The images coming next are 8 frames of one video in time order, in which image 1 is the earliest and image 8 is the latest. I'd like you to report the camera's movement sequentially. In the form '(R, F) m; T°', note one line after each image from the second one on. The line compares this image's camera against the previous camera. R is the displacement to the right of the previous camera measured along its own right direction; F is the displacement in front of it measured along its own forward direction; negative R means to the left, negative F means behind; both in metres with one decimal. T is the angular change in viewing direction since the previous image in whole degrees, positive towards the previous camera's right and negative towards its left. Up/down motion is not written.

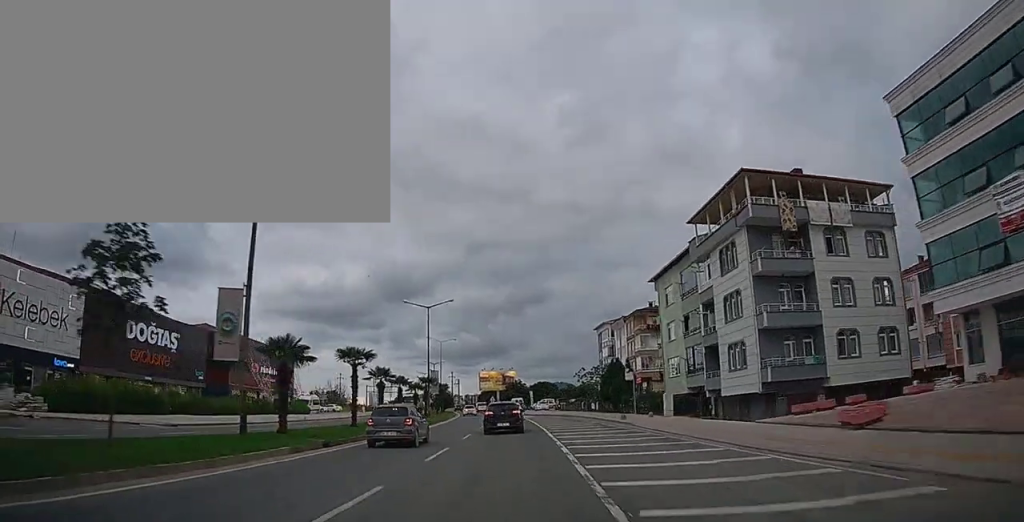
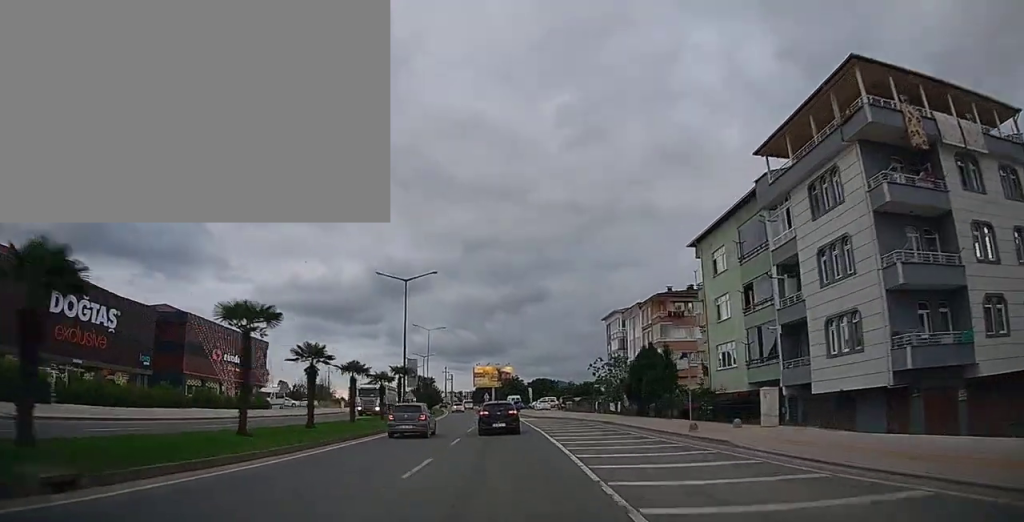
(0.0, +12.0) m; 0°
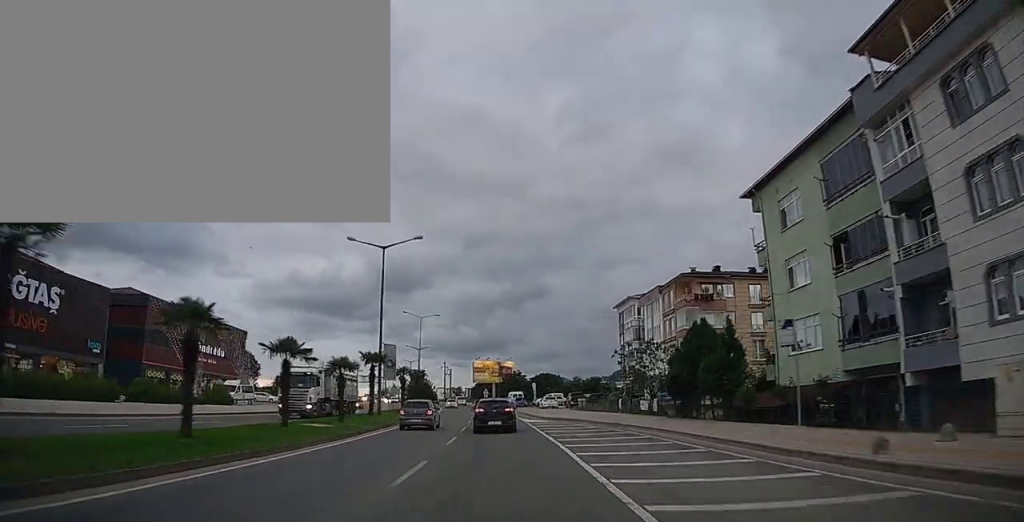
(-0.1, +9.0) m; 0°
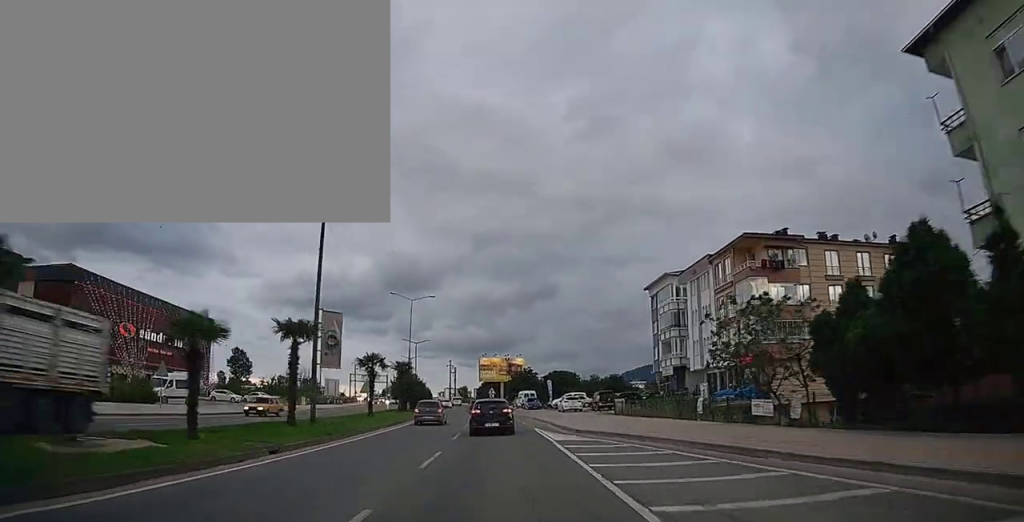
(+0.2, +15.0) m; 0°
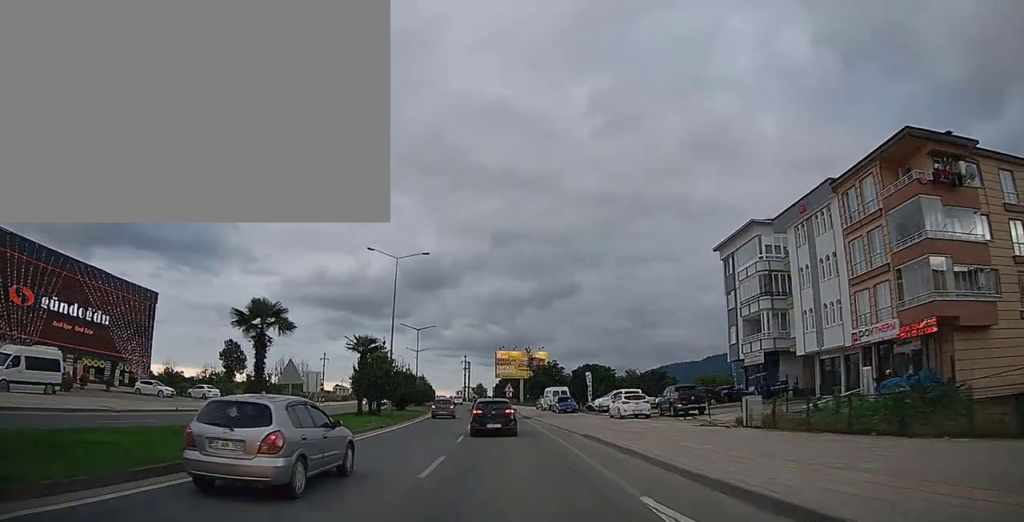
(-0.4, +19.0) m; -2°
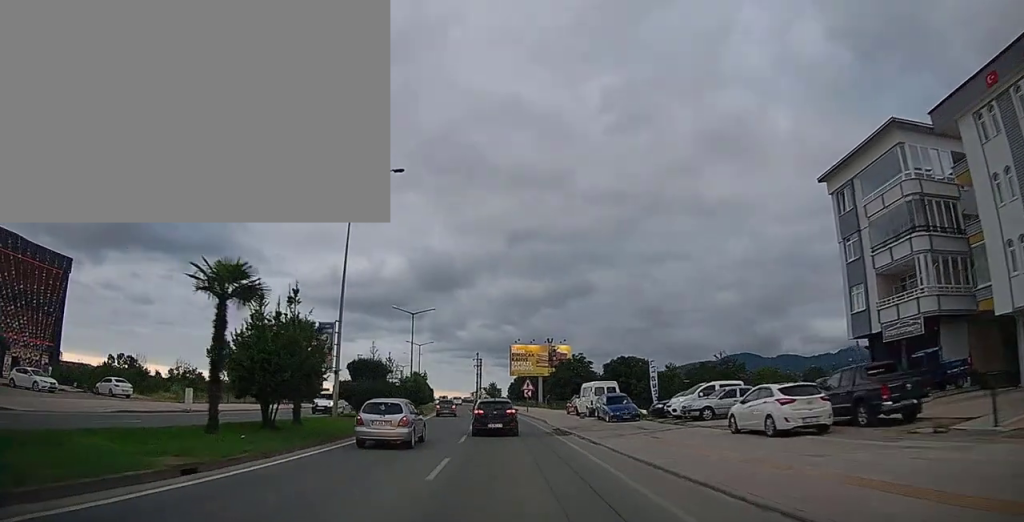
(-0.3, +18.1) m; -2°
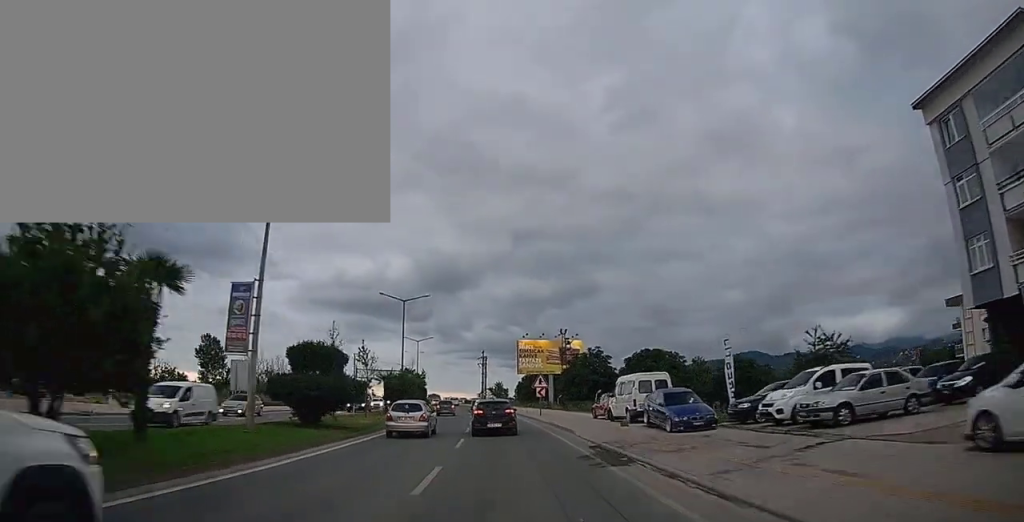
(-0.1, +10.1) m; -1°
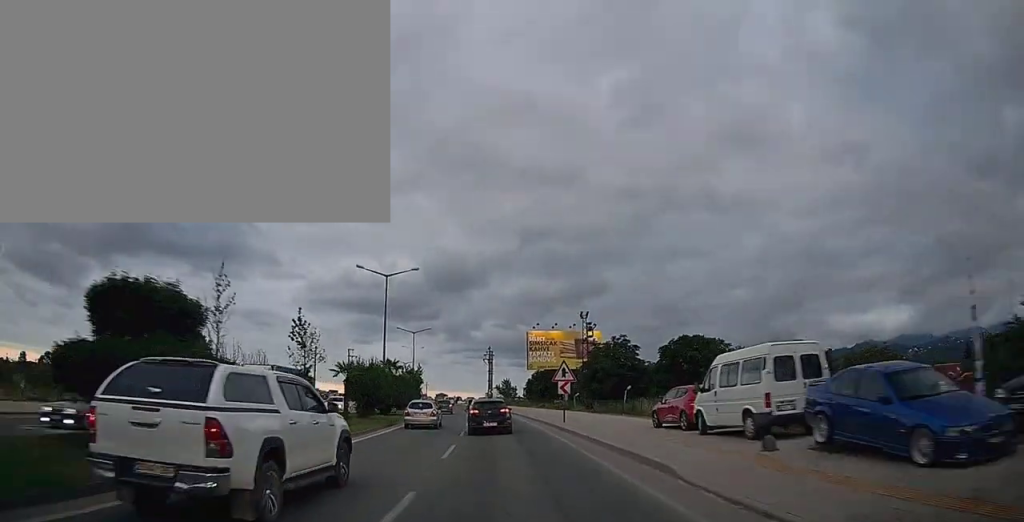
(+0.1, +12.2) m; -1°
